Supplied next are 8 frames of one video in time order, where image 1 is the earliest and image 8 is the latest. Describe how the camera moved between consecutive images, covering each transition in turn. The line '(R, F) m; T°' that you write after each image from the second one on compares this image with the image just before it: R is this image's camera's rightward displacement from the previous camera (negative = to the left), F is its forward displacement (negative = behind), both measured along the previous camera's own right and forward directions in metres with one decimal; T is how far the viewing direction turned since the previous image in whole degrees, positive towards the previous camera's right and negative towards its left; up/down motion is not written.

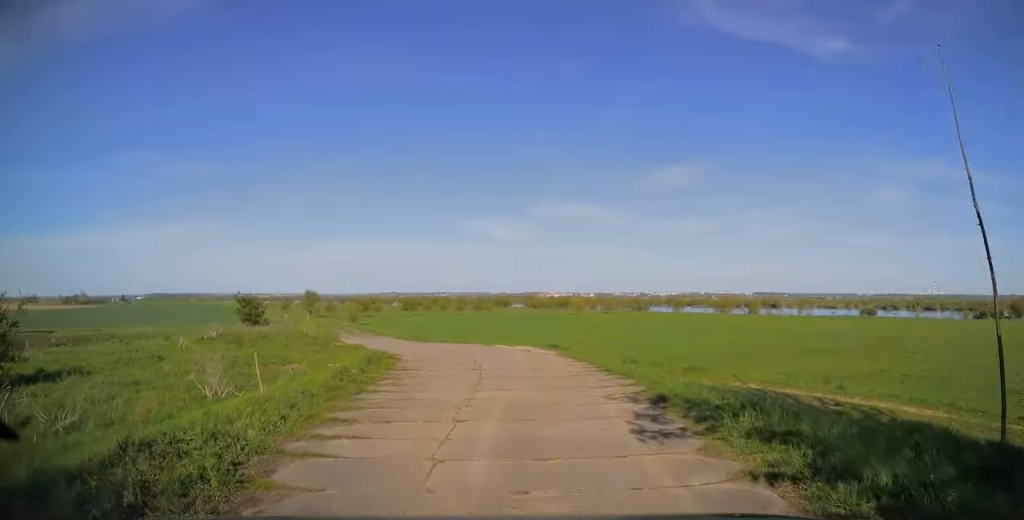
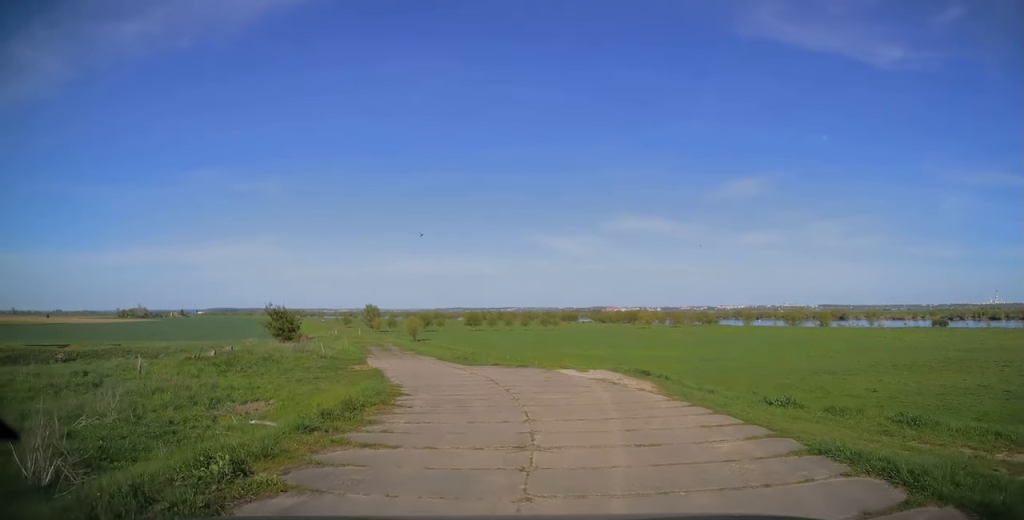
(-0.7, +7.8) m; -9°
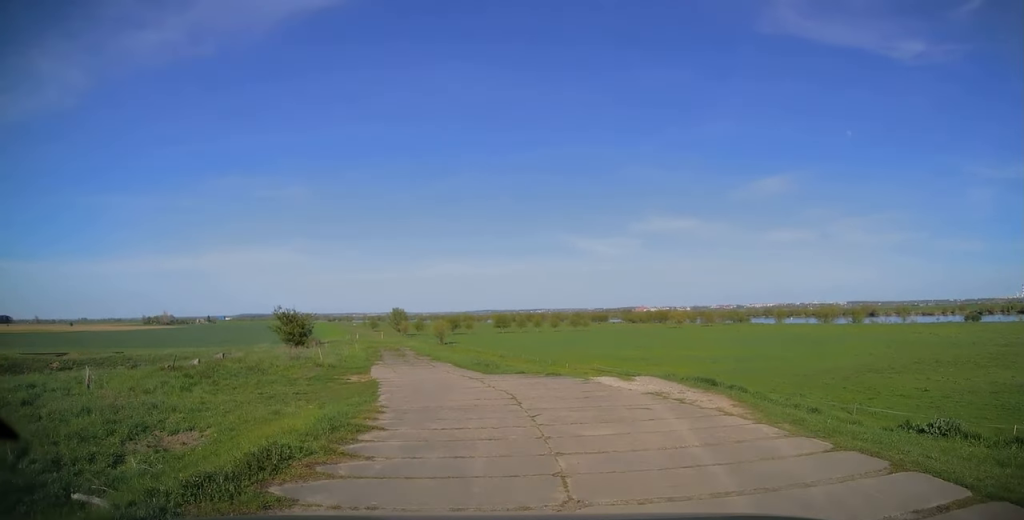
(-0.4, +4.5) m; -2°
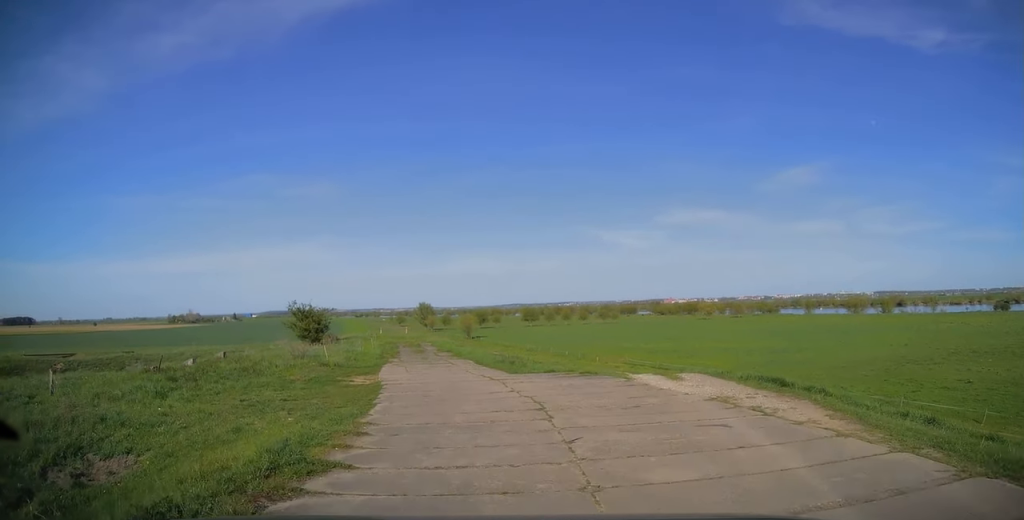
(+0.1, +2.7) m; 0°
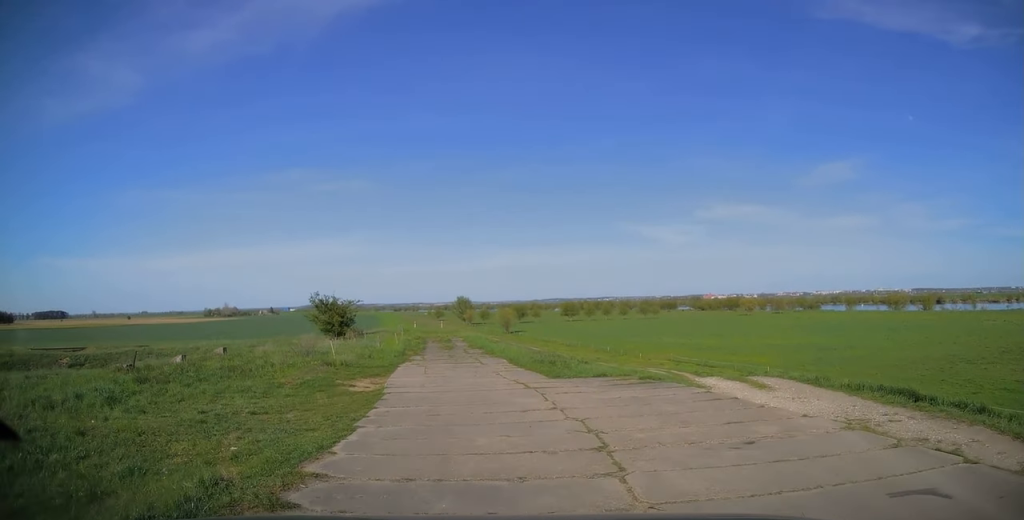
(+0.1, +3.6) m; -1°
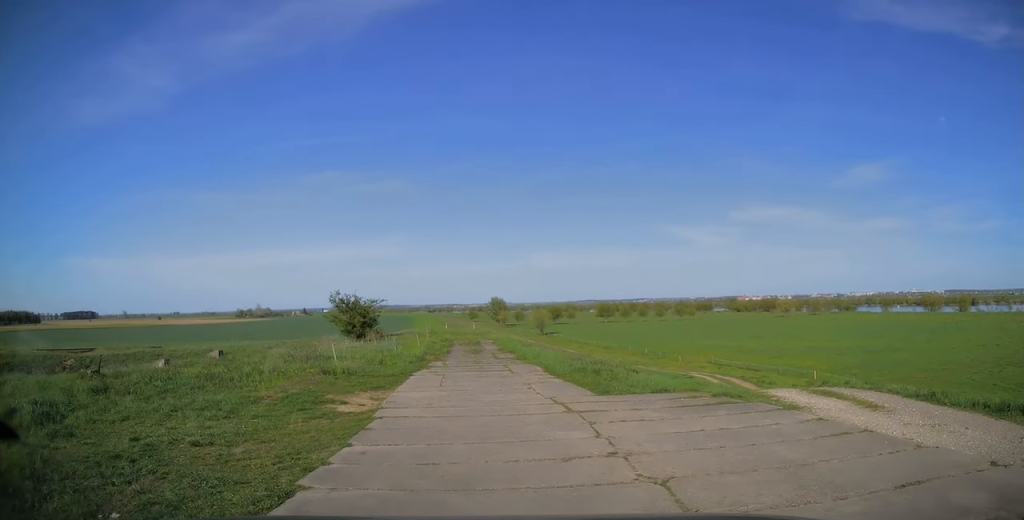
(-0.1, +3.1) m; -9°
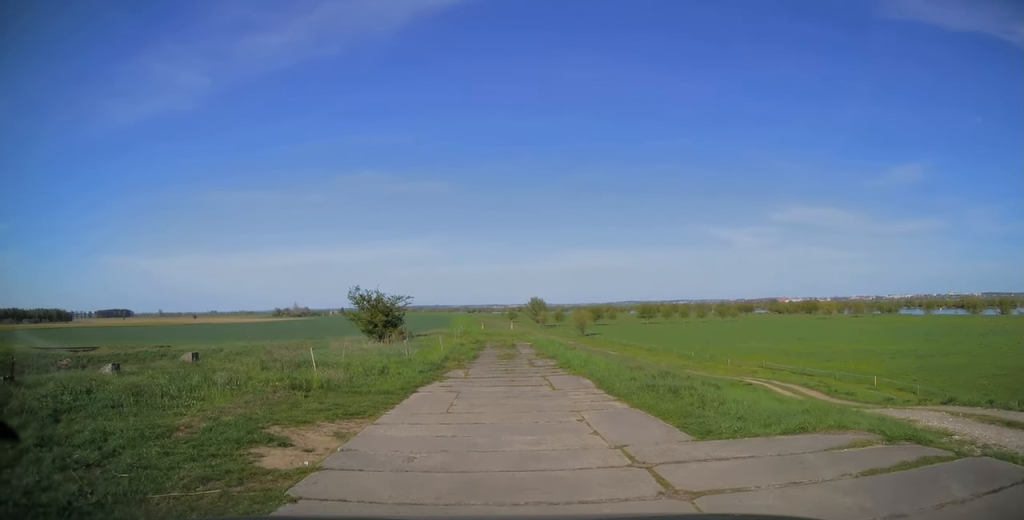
(-0.7, +4.8) m; -6°
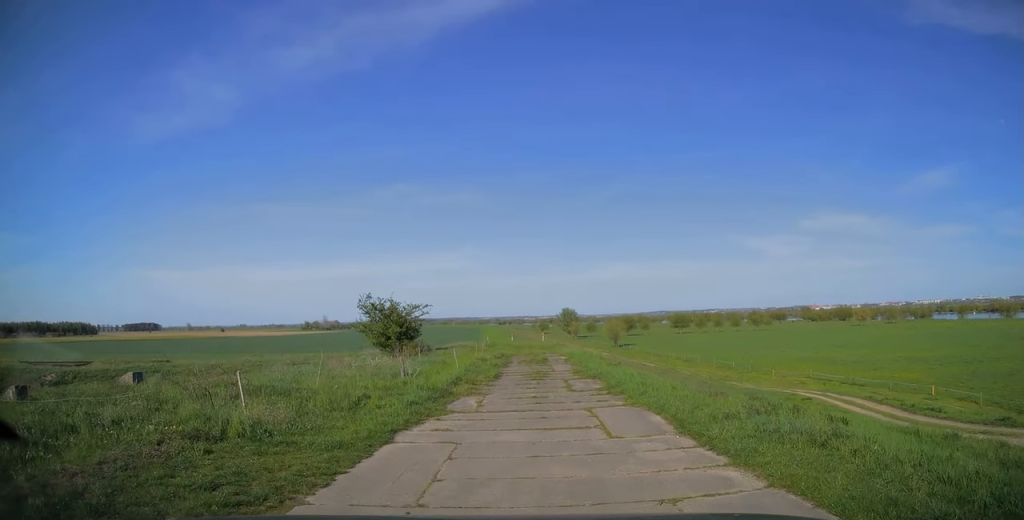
(+0.4, +4.8) m; +3°
